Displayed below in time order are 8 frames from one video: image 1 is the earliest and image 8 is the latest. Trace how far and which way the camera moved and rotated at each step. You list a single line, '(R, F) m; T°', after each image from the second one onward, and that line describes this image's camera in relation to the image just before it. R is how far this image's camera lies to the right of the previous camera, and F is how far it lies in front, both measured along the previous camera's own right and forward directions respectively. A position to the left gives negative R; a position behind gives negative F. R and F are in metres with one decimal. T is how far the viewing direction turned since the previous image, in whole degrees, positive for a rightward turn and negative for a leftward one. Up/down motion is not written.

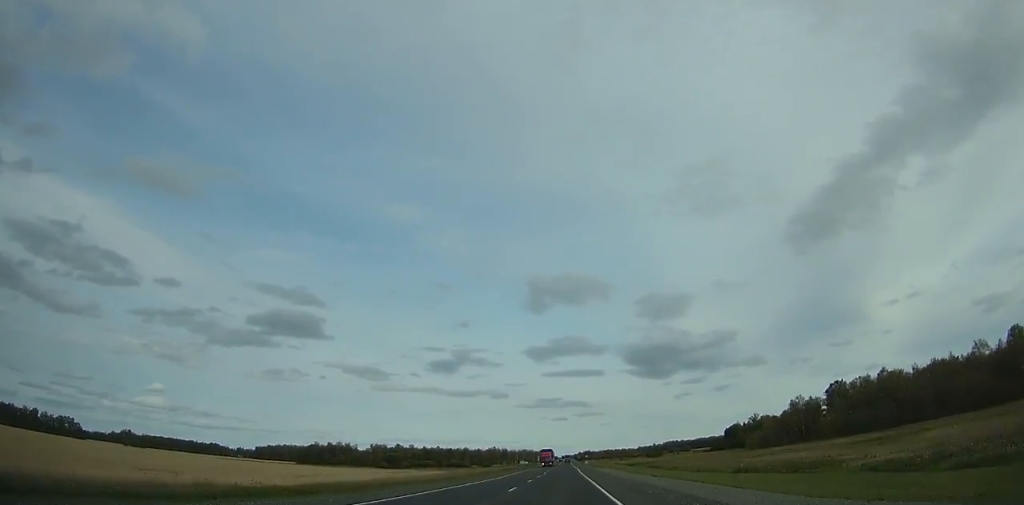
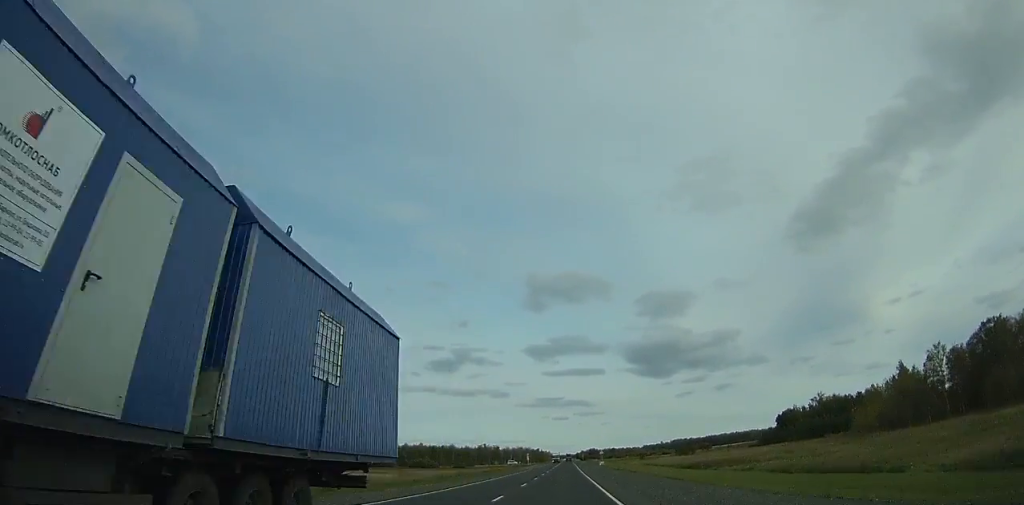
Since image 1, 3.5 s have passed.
(-0.1, +77.5) m; 0°
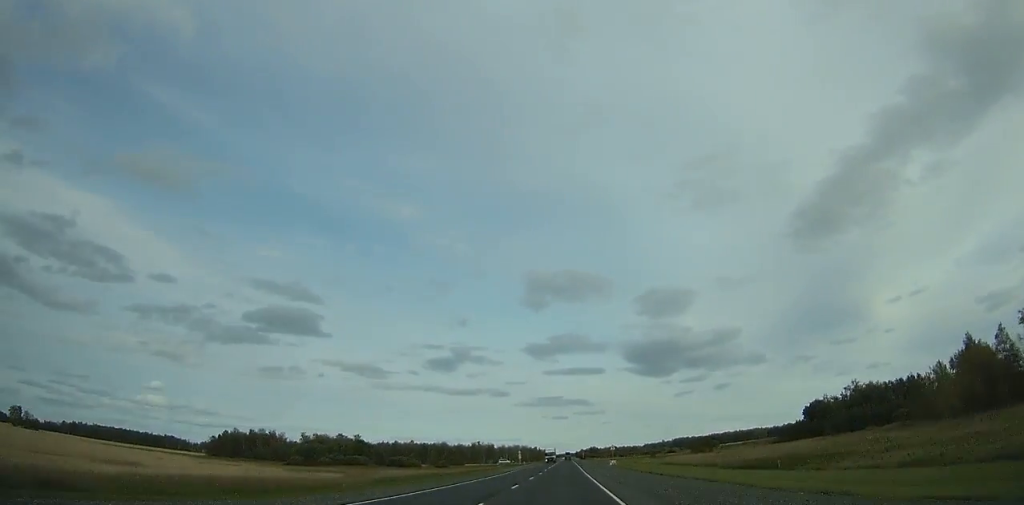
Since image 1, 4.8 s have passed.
(-0.1, +29.1) m; 0°
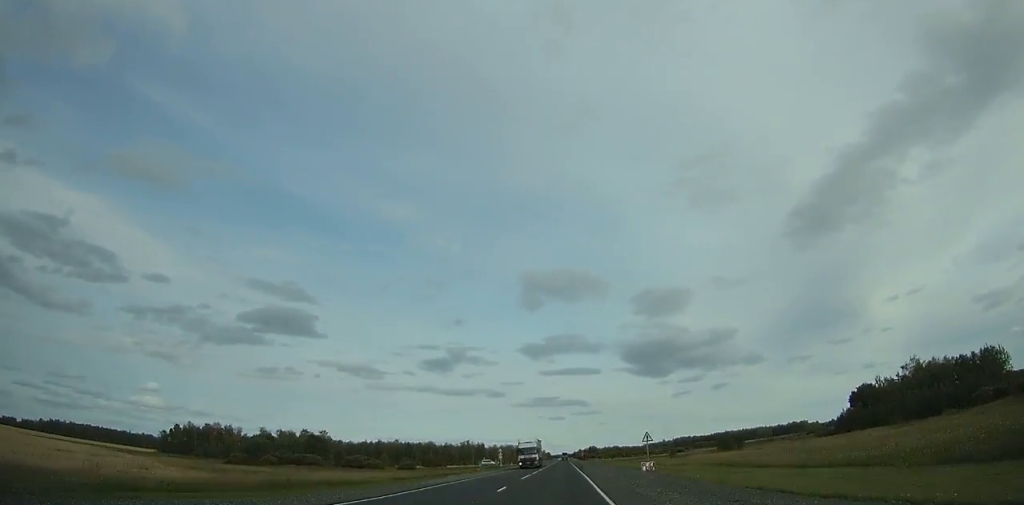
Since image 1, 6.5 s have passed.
(0.0, +38.4) m; 0°
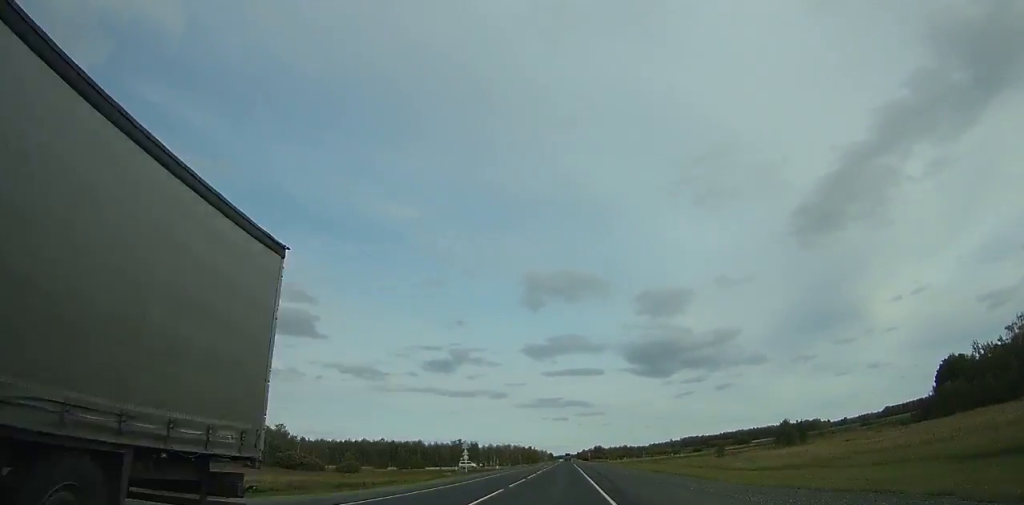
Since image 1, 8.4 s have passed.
(0.0, +43.1) m; 0°
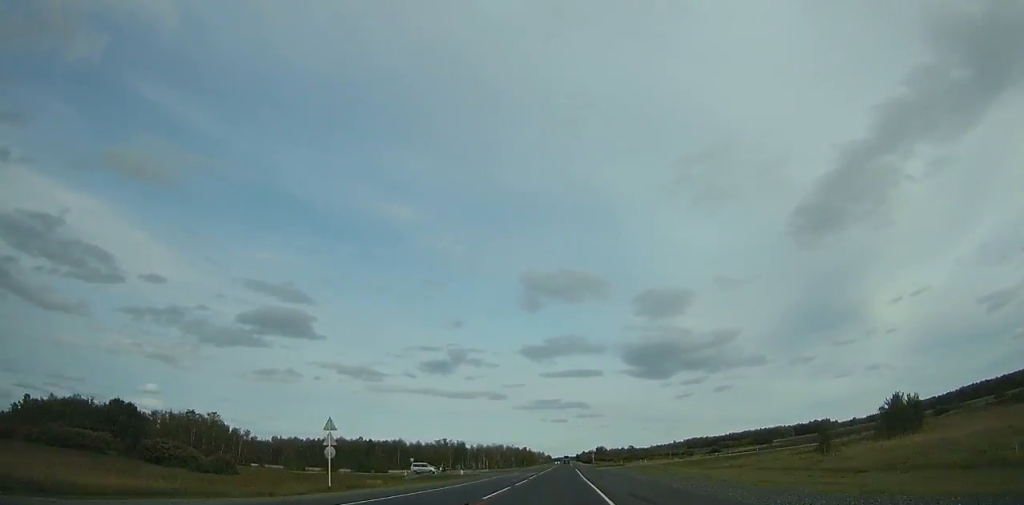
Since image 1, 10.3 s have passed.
(0.0, +43.5) m; 0°
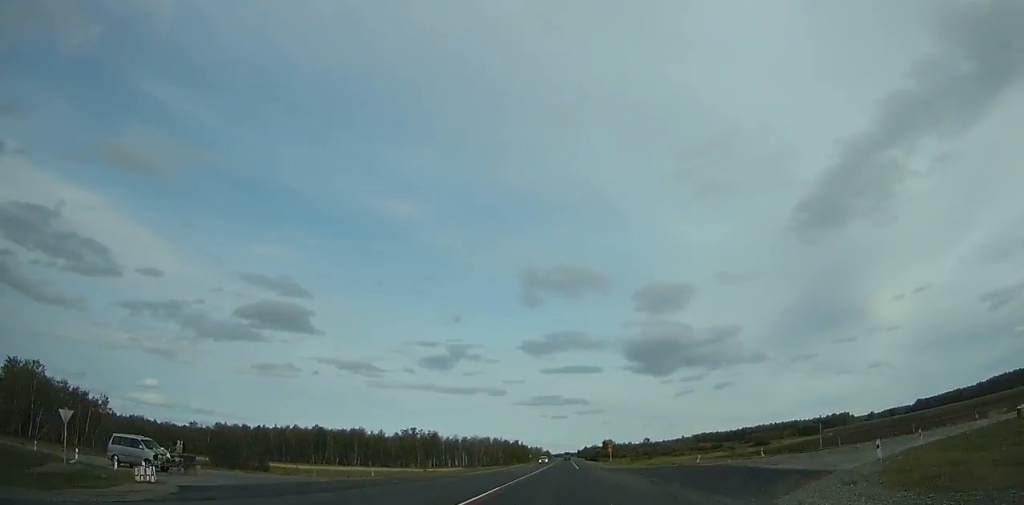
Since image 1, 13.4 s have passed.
(0.0, +71.2) m; 0°
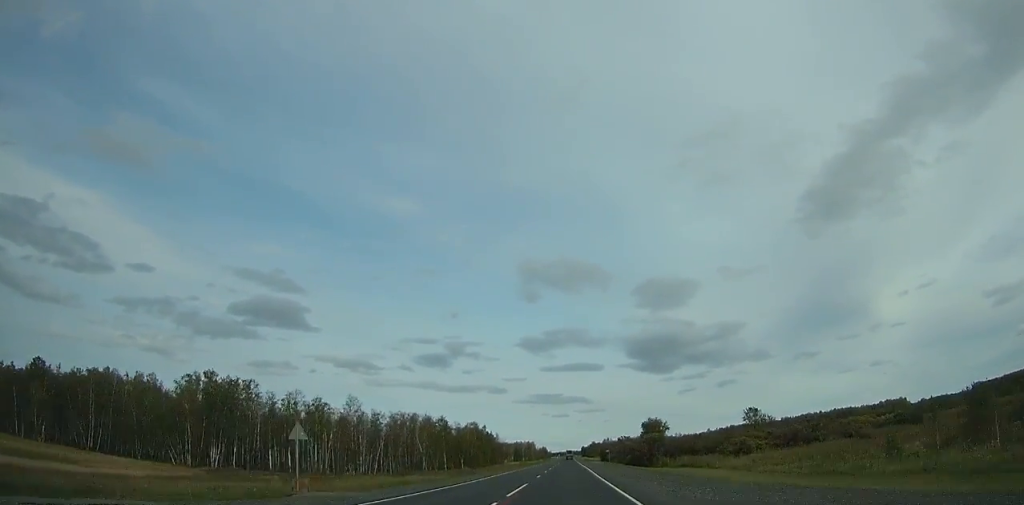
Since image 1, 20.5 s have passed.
(-0.5, +164.0) m; 0°
